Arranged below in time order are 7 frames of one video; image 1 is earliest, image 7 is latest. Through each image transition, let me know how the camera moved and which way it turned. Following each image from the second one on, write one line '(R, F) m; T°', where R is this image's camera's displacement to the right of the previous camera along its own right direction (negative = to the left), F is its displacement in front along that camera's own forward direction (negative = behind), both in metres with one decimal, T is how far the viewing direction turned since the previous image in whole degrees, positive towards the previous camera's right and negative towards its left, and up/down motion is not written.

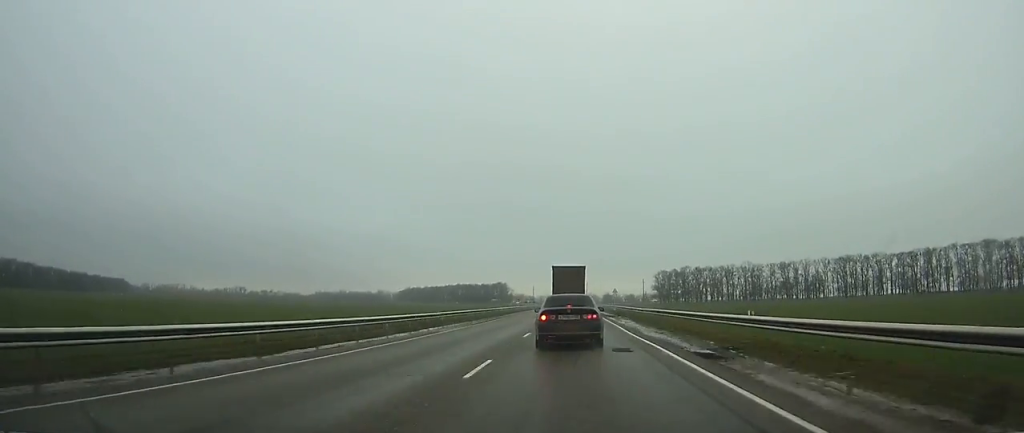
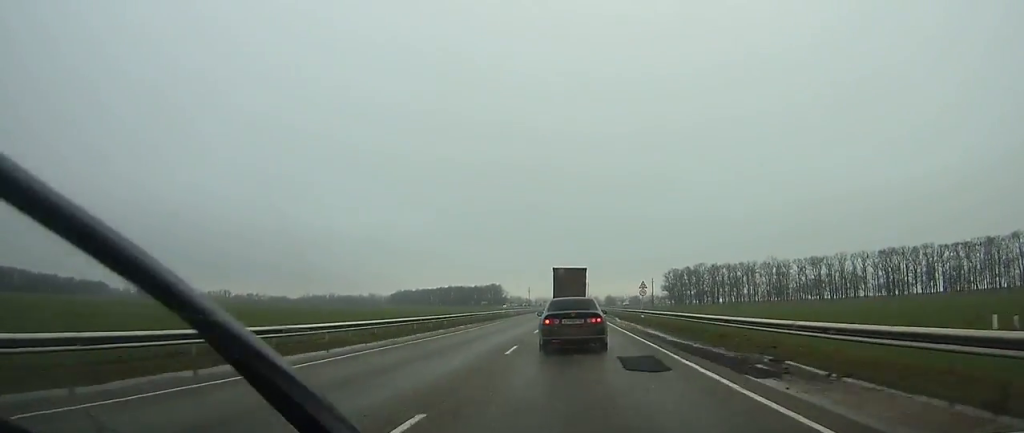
(+0.1, +39.3) m; 0°
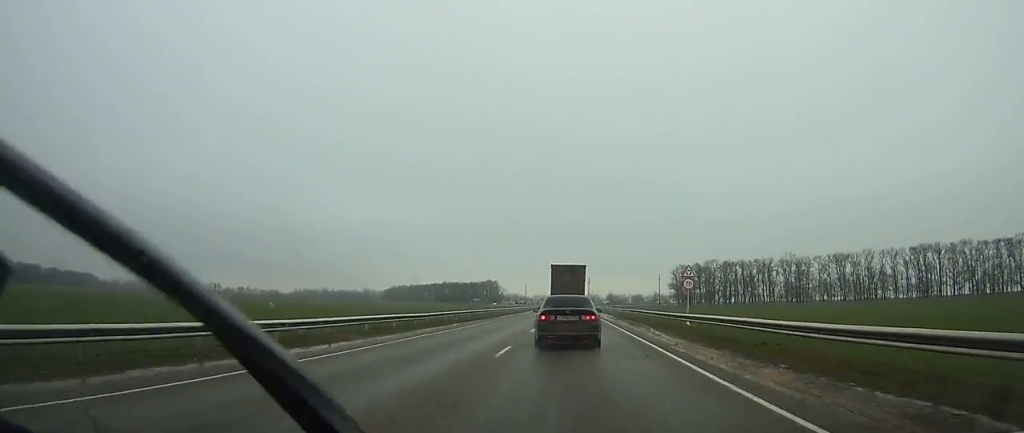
(0.0, +23.3) m; 0°
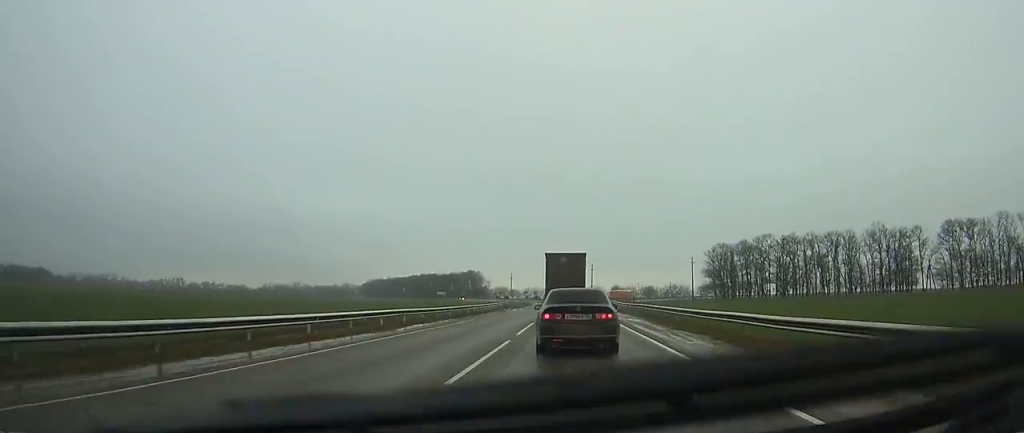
(0.0, +73.3) m; +1°
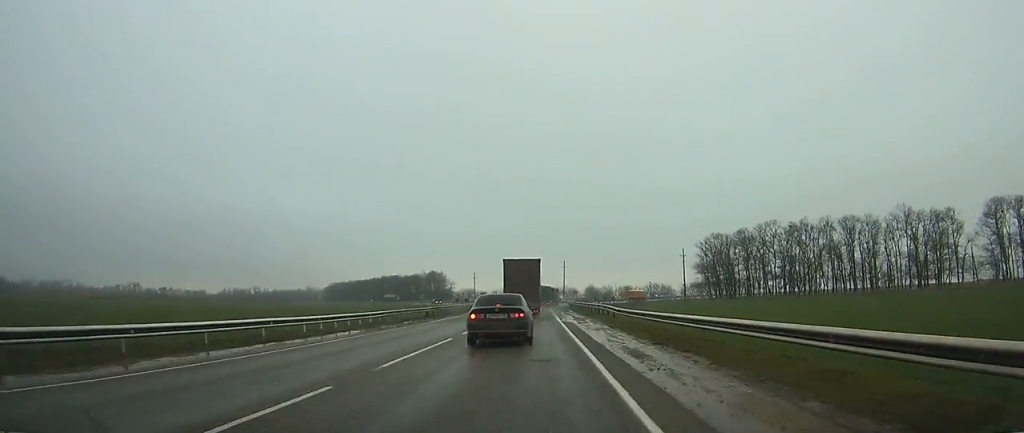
(+0.6, +29.9) m; +1°
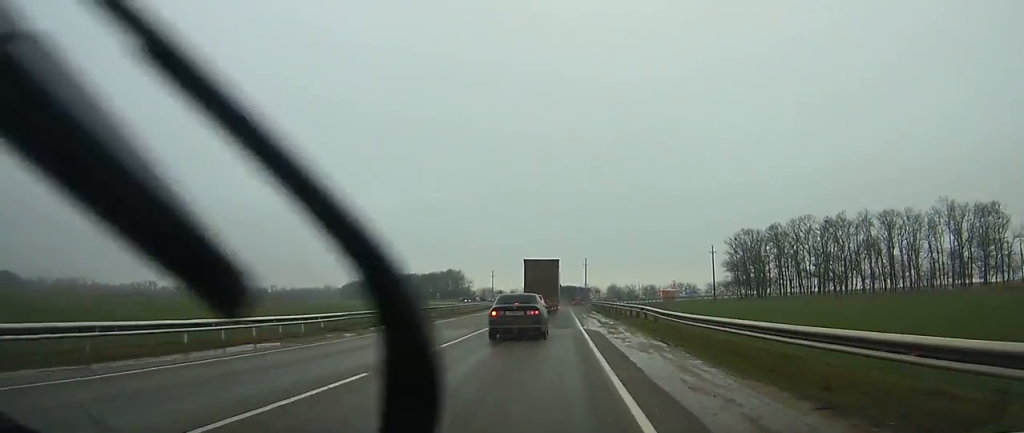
(0.0, +10.0) m; 0°
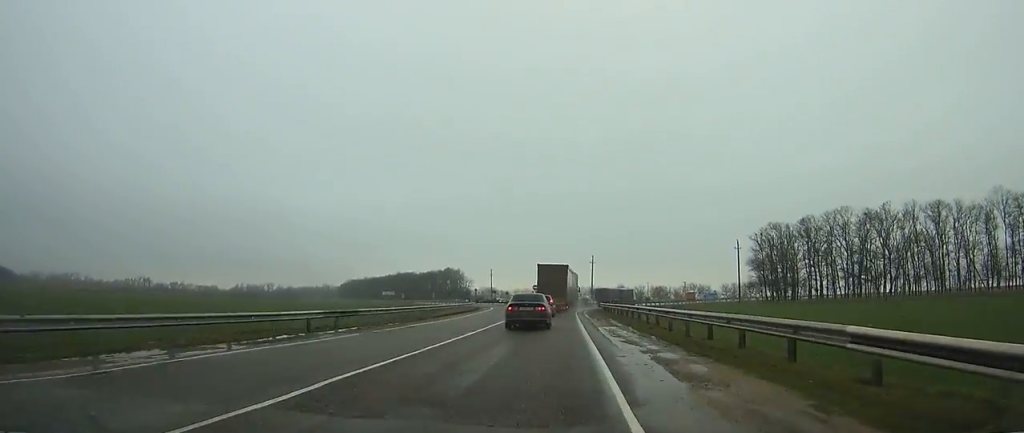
(-0.2, +19.4) m; -1°
